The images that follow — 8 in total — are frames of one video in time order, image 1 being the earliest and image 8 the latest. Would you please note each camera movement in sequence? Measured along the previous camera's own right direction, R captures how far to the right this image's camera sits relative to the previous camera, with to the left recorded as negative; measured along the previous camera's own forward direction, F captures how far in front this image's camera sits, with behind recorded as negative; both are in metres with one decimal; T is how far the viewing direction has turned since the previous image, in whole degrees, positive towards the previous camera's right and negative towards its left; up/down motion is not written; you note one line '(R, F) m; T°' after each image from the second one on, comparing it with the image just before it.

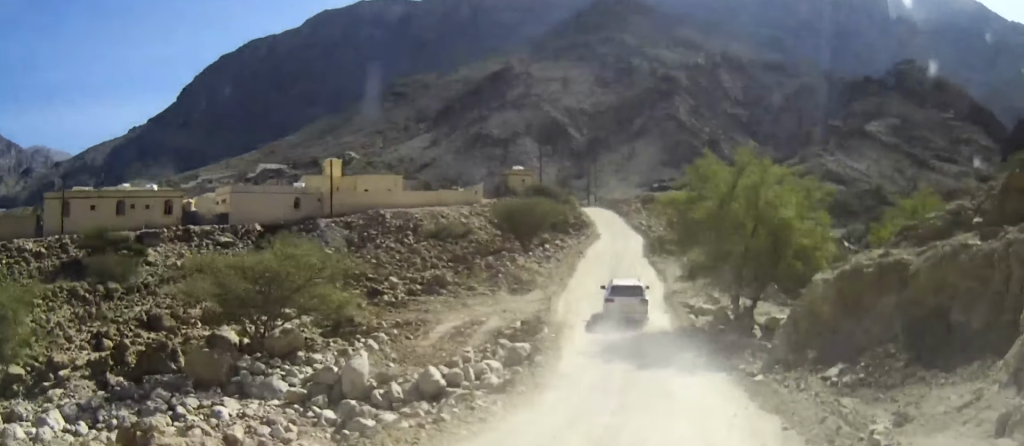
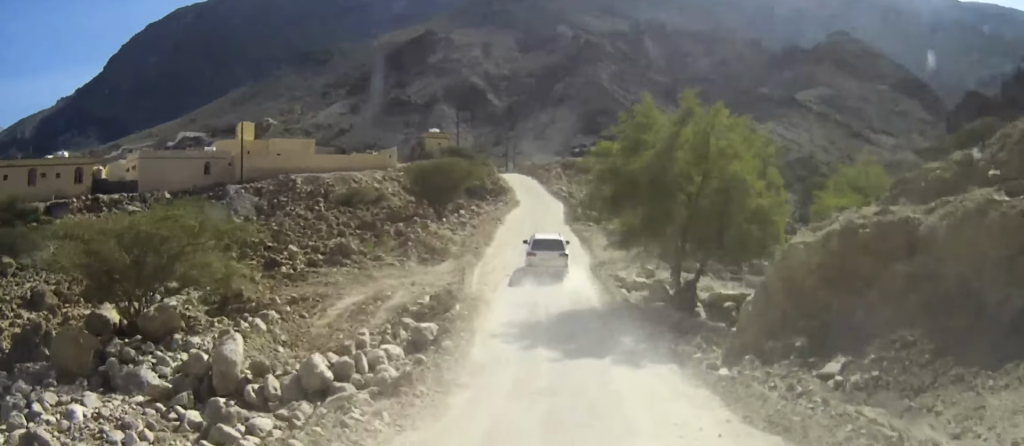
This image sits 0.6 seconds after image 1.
(+0.2, +3.6) m; +6°
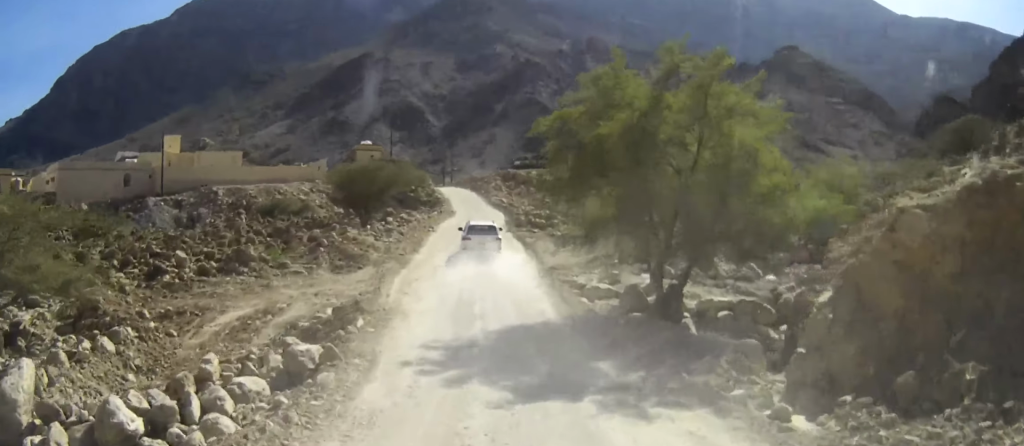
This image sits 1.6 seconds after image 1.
(+0.3, +6.3) m; +3°
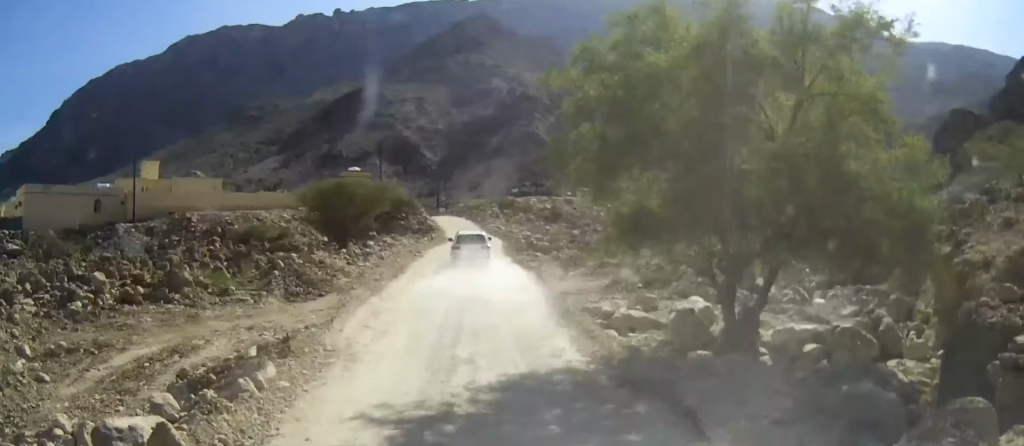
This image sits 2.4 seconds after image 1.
(+0.1, +6.4) m; -1°
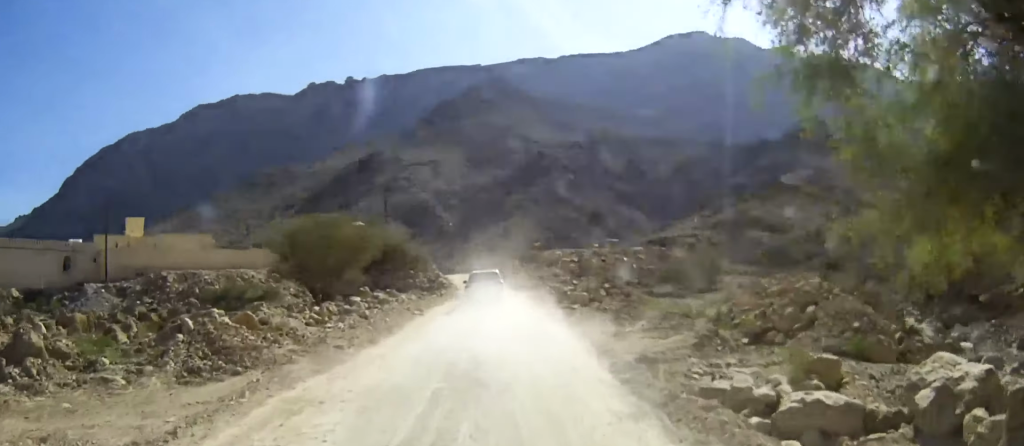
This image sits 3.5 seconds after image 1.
(-0.2, +10.0) m; -2°
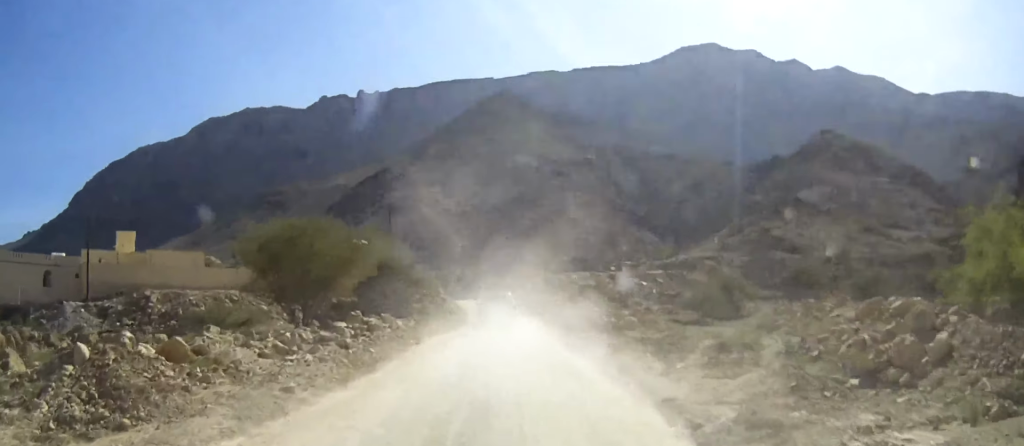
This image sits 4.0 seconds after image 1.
(0.0, +5.3) m; -1°
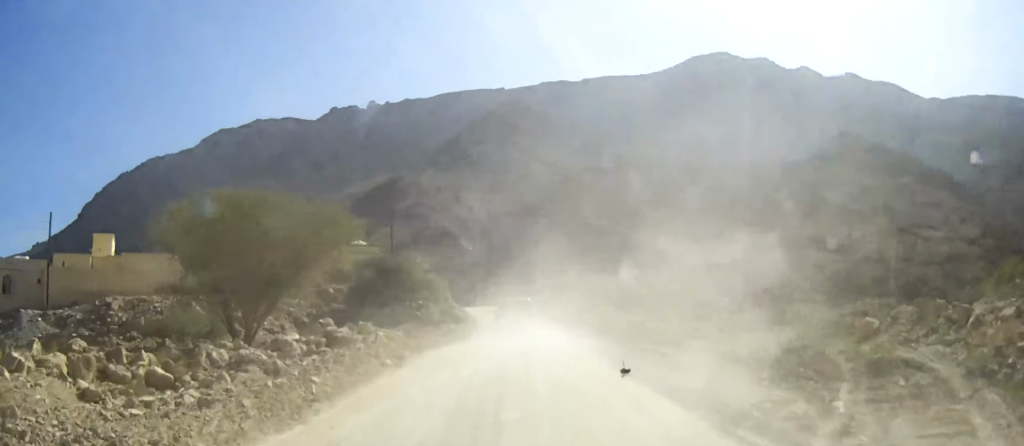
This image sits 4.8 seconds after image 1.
(0.0, +8.5) m; -1°
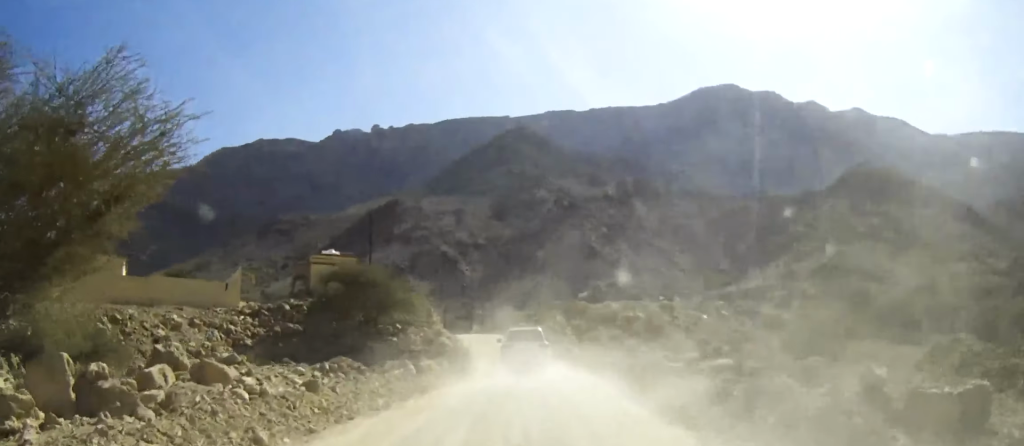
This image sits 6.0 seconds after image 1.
(-0.1, +14.2) m; 0°
